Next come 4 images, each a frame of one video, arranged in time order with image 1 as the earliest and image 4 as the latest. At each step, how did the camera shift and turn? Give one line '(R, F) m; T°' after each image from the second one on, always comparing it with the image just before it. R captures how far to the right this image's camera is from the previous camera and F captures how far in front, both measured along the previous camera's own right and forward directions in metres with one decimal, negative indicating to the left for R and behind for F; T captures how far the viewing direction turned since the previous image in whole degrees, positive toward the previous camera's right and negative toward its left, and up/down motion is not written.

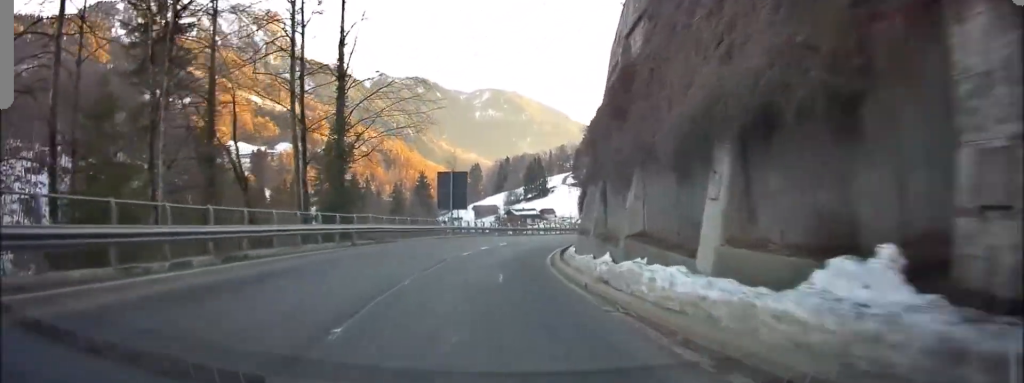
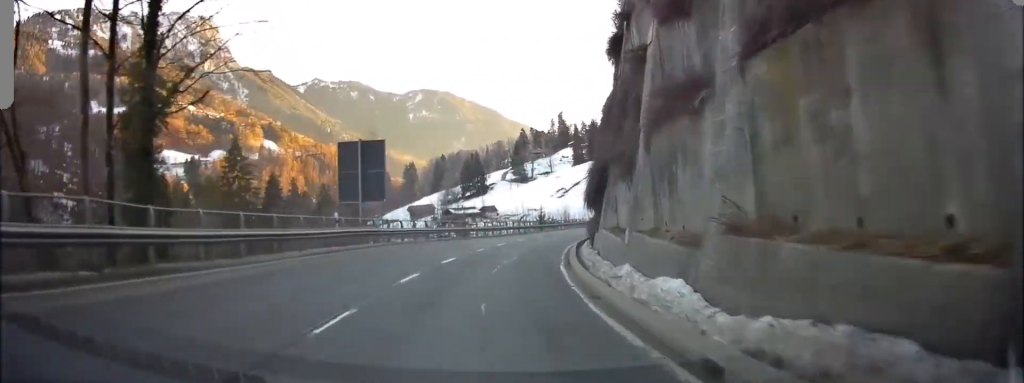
(+1.5, +16.7) m; +3°
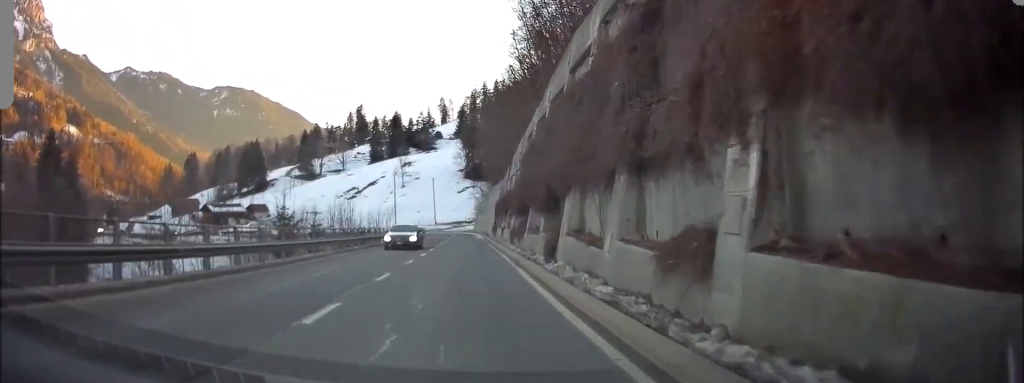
(+1.3, +49.5) m; +7°
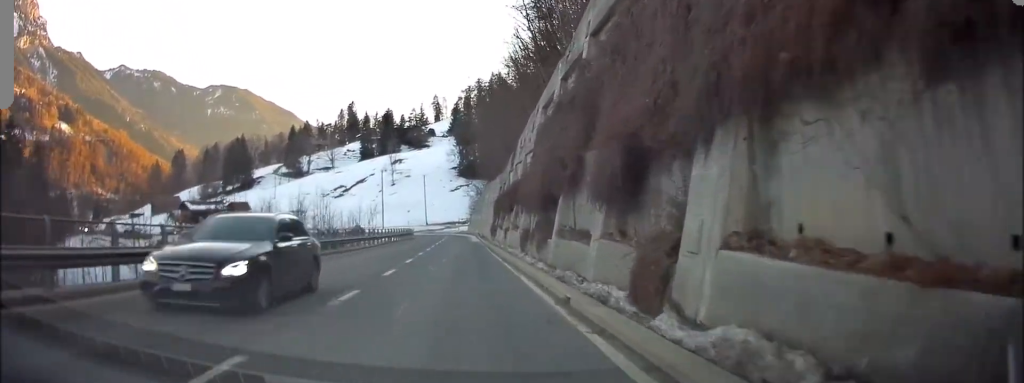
(+0.2, +9.0) m; +4°
